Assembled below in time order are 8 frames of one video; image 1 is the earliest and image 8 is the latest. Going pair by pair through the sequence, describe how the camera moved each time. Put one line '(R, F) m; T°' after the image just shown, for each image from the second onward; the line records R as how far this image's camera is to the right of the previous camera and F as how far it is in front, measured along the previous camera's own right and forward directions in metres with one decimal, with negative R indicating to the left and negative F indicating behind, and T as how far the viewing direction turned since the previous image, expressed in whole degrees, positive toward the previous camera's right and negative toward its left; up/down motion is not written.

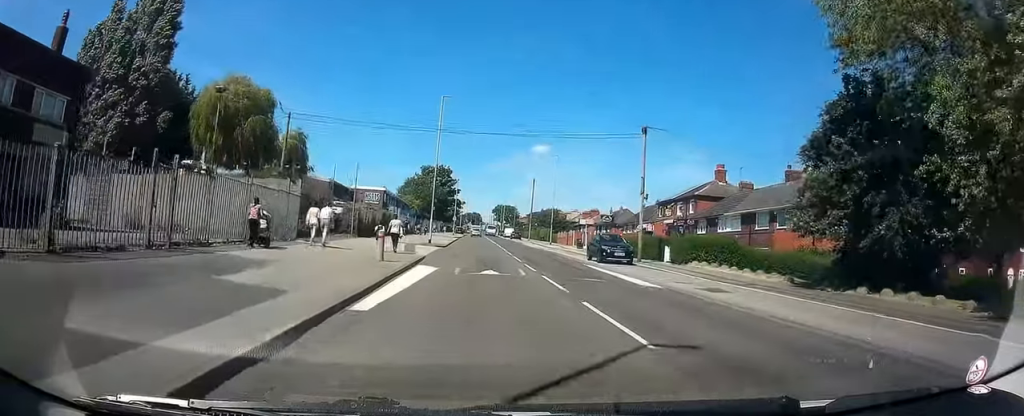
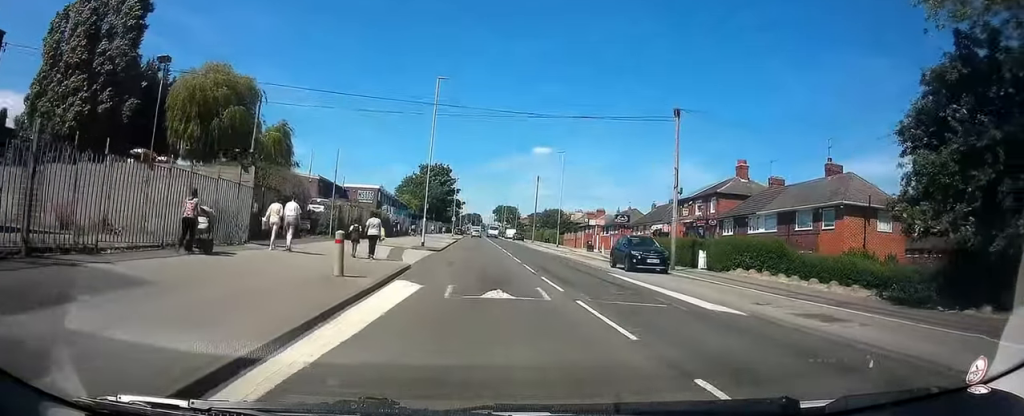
(+0.1, +5.8) m; 0°
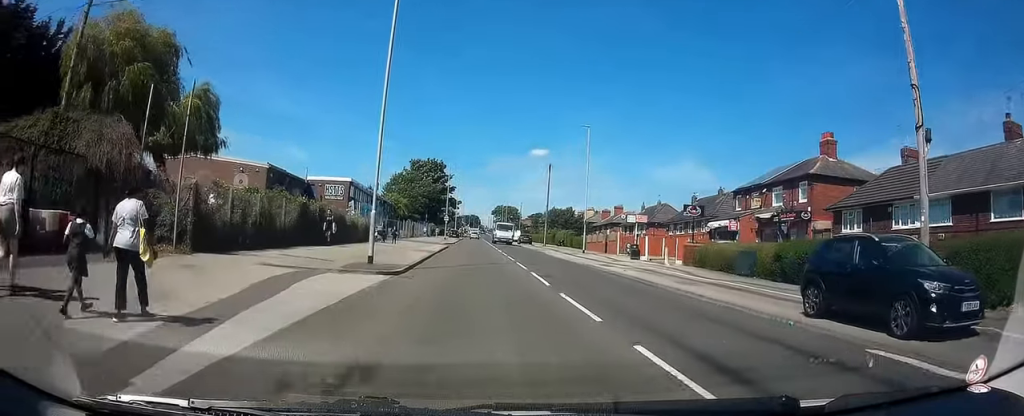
(-0.2, +17.9) m; 0°
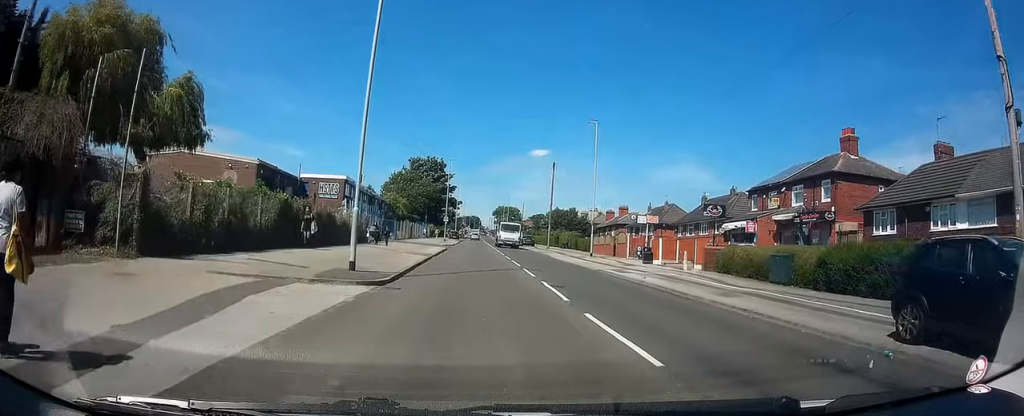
(0.0, +2.8) m; 0°
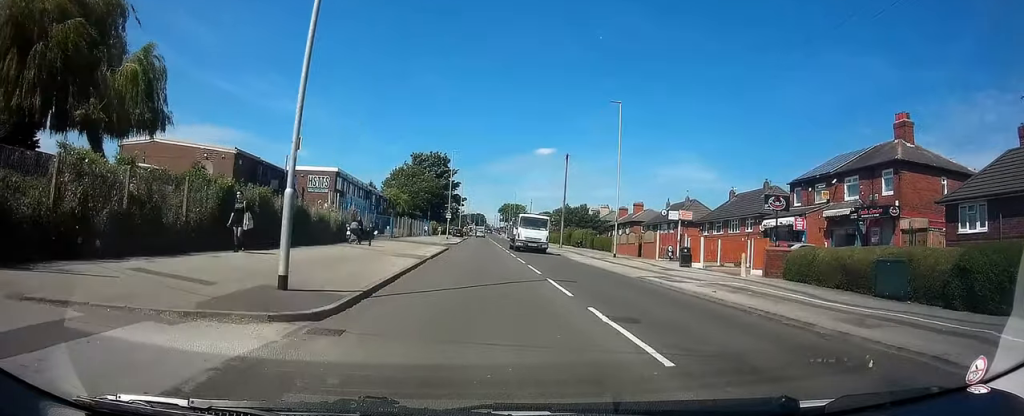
(0.0, +5.6) m; 0°
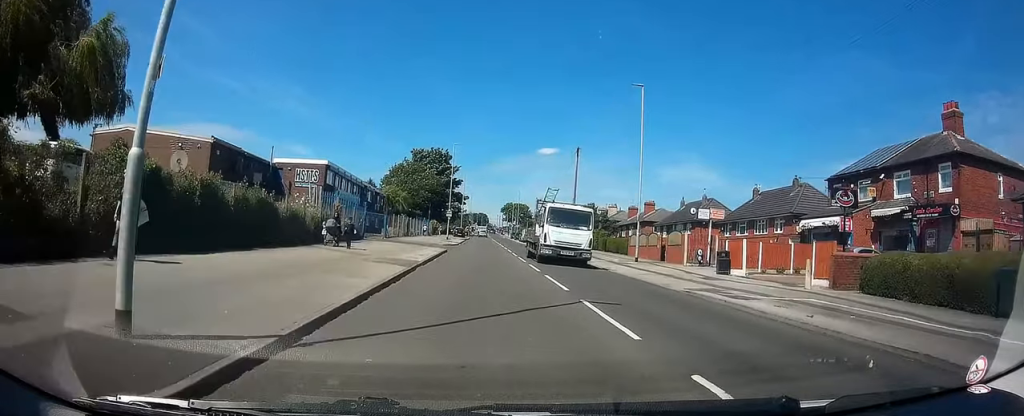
(0.0, +4.1) m; 0°
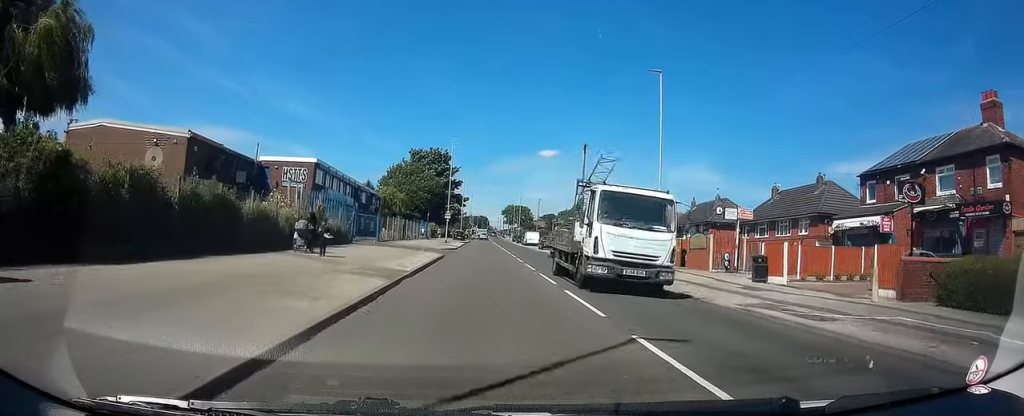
(0.0, +3.2) m; 0°
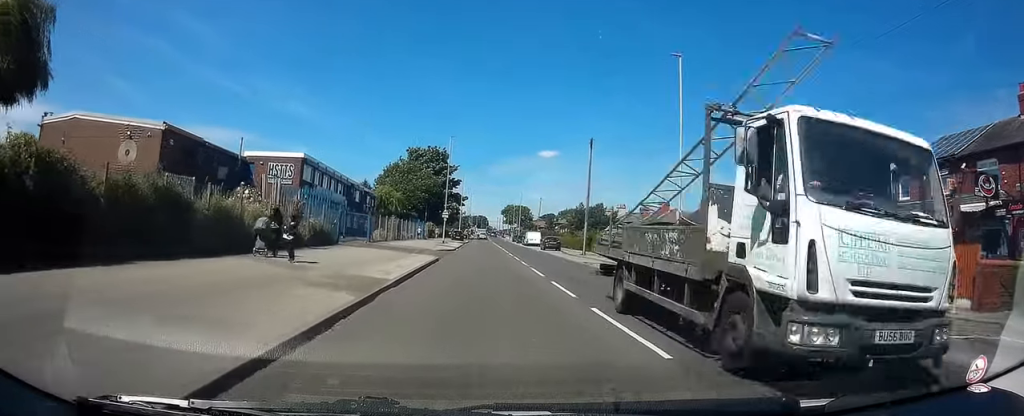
(0.0, +2.8) m; 0°
